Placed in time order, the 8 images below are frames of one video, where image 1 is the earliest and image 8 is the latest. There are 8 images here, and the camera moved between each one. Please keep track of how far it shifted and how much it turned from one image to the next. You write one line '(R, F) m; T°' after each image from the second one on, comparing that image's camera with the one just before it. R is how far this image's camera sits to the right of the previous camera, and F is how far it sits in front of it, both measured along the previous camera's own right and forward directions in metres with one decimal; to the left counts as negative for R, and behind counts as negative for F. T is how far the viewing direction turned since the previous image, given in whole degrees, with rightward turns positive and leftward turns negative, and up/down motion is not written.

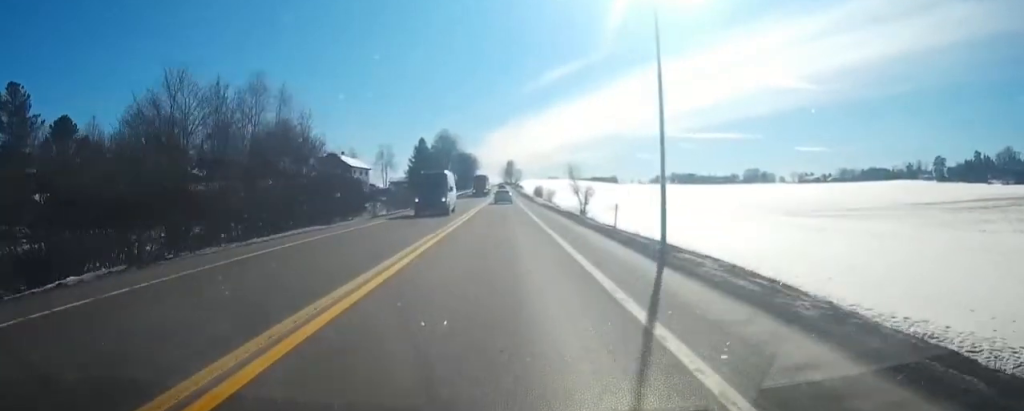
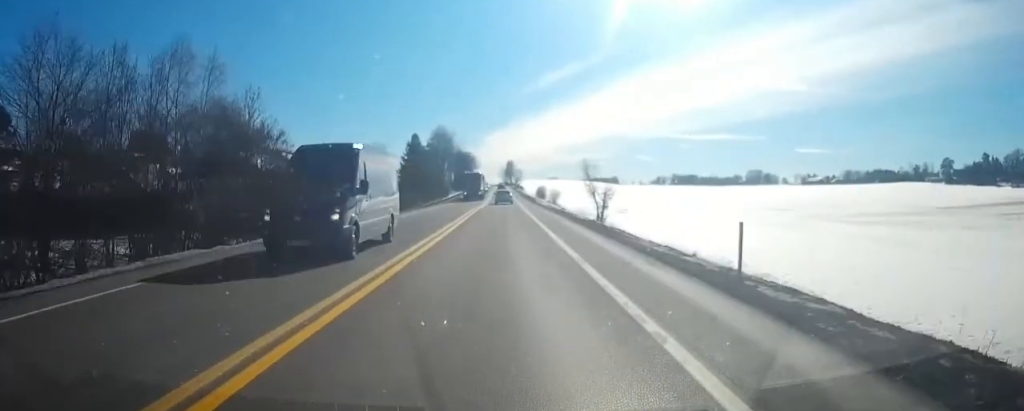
(0.0, +11.7) m; 0°
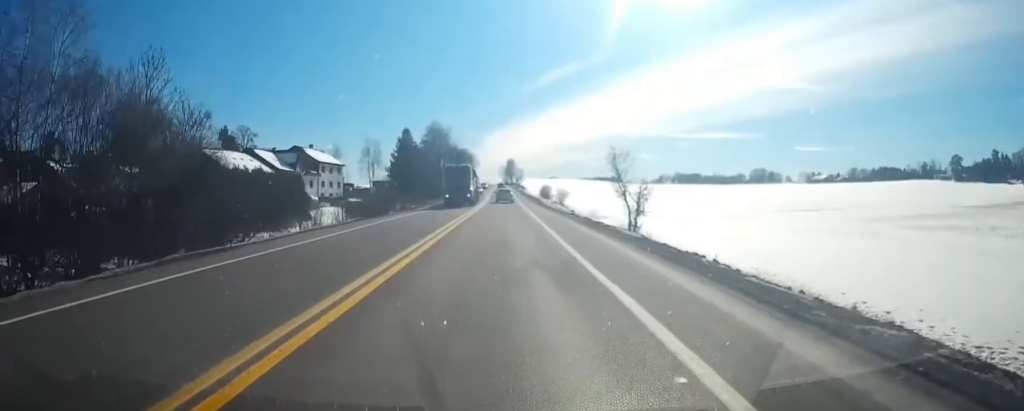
(0.0, +13.1) m; 0°
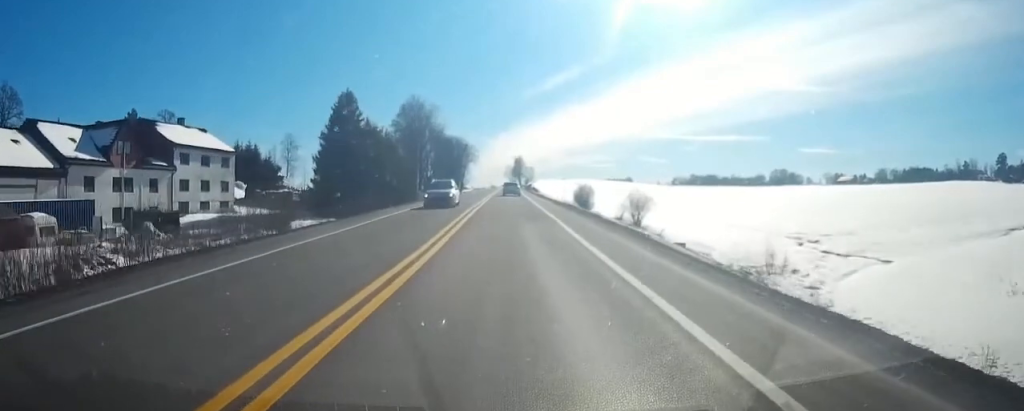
(-0.2, +54.5) m; 0°
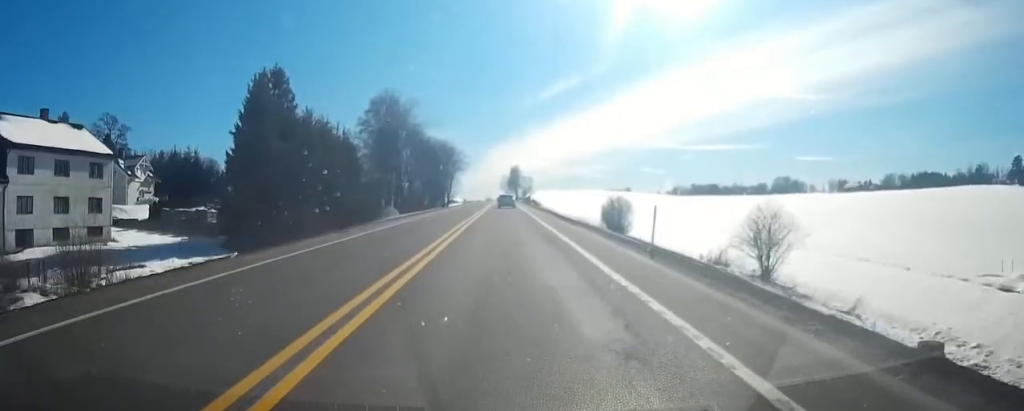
(0.0, +24.5) m; 0°
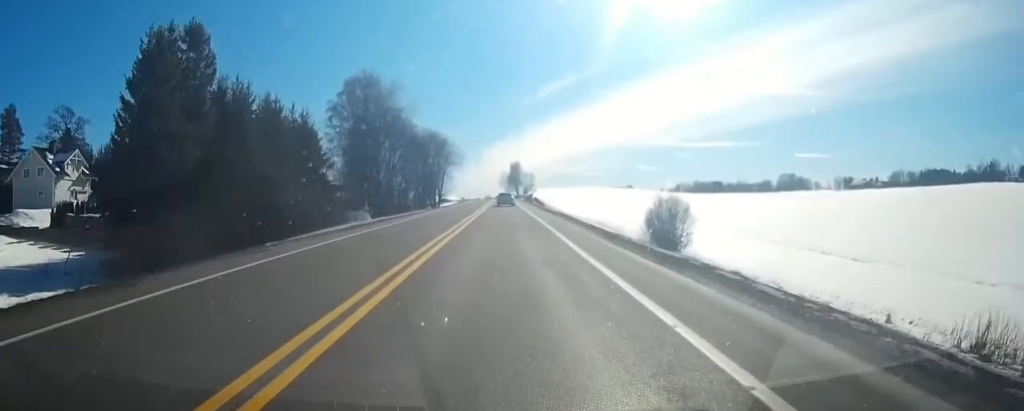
(+0.1, +16.5) m; 0°
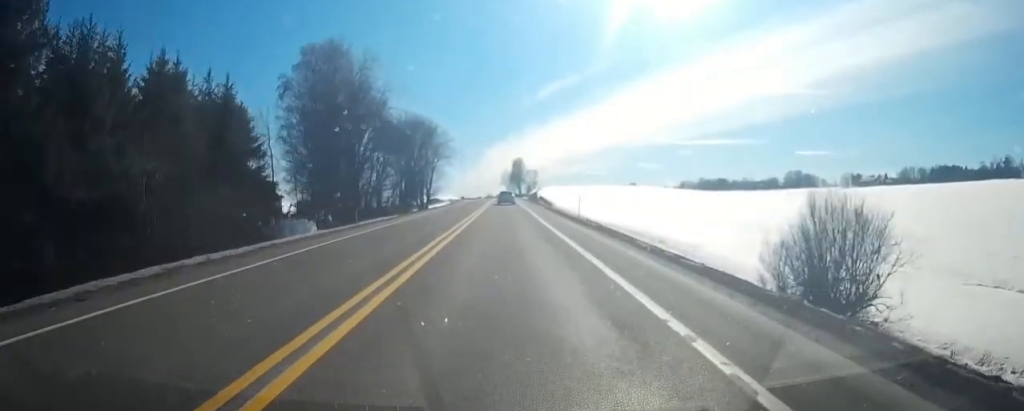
(-0.1, +18.3) m; 0°
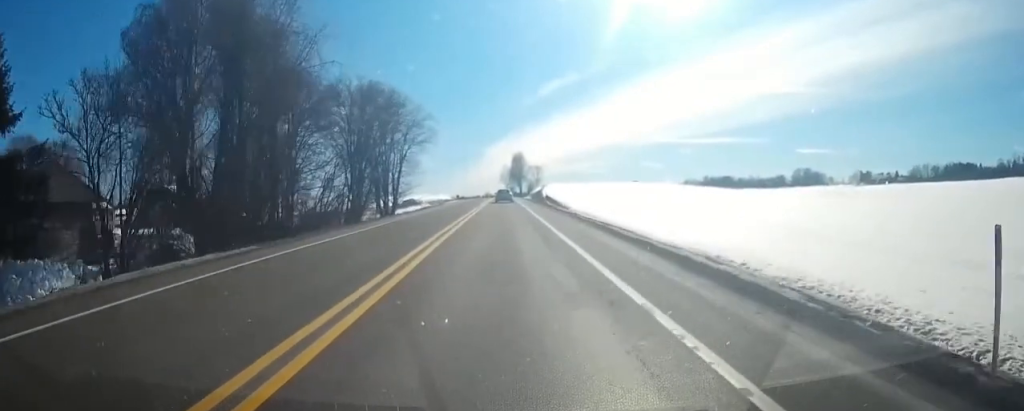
(+0.2, +26.5) m; 0°
